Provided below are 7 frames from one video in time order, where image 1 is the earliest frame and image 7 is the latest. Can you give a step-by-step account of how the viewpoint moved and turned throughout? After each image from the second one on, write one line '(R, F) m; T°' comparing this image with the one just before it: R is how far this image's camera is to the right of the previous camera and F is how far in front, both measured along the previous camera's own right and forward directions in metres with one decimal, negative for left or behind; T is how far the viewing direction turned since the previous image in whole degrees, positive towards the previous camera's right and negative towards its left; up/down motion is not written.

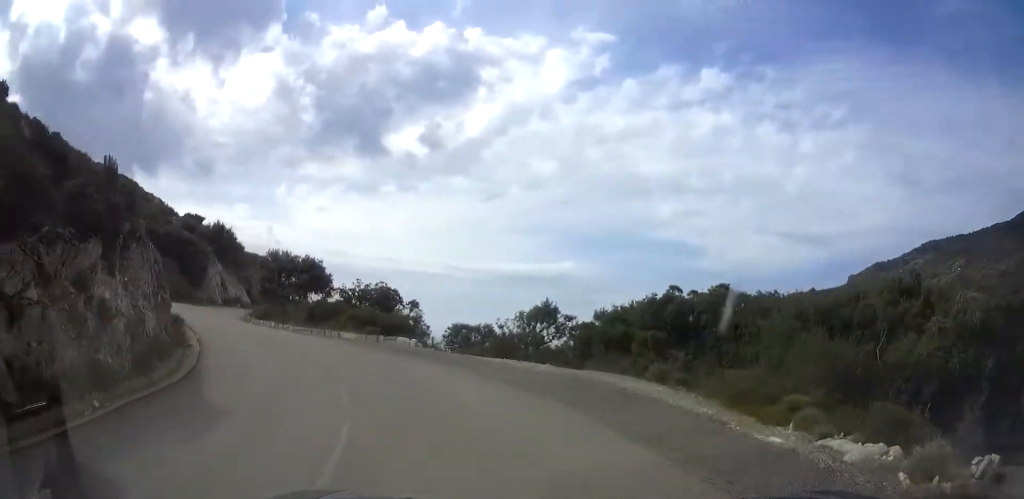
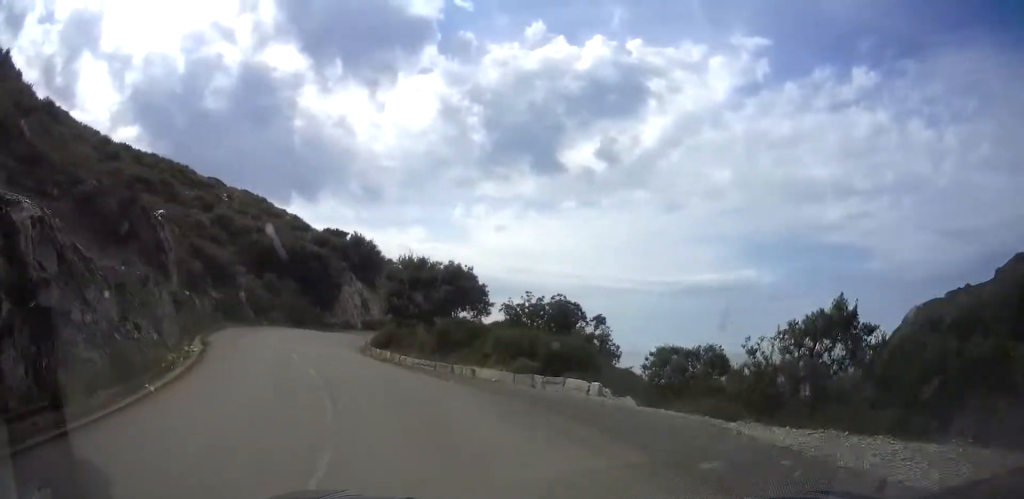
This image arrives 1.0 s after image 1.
(-1.1, +10.3) m; -10°
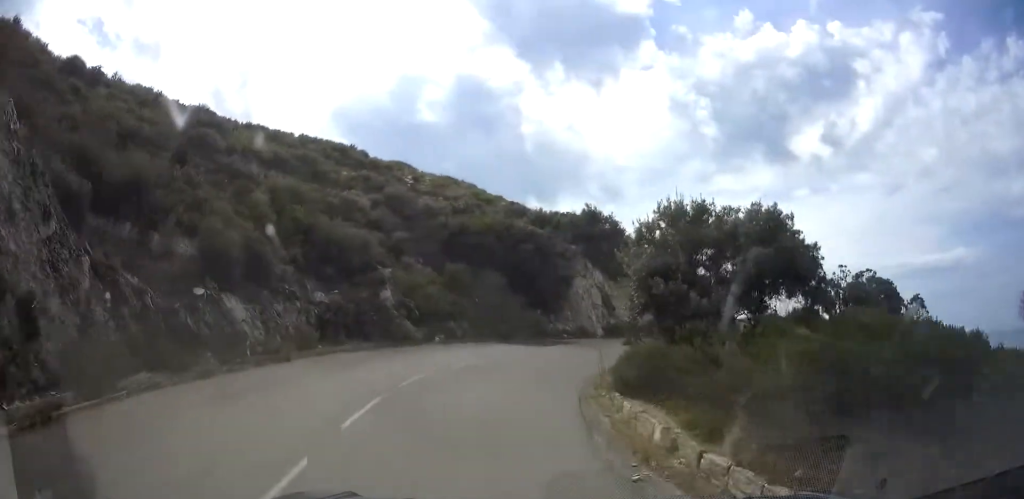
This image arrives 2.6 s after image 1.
(-1.9, +15.4) m; -11°
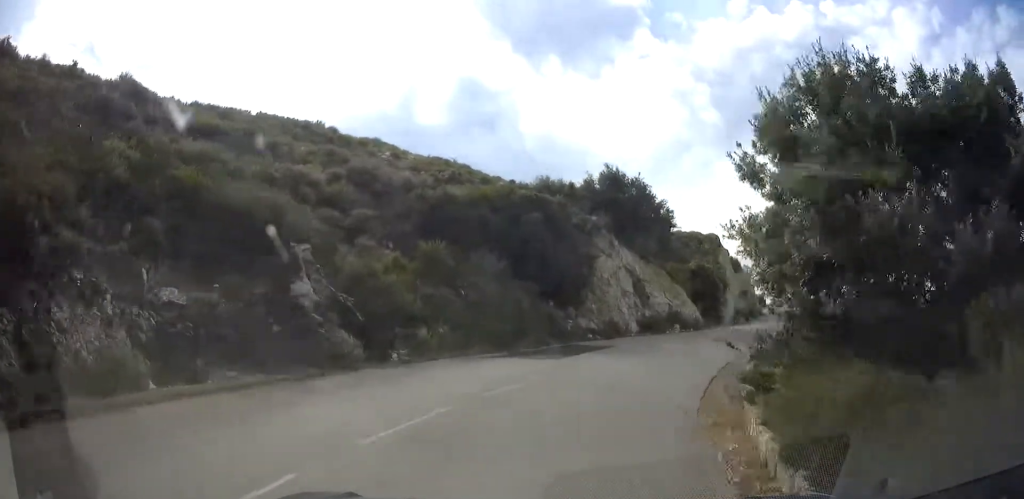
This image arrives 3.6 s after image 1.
(-0.3, +9.9) m; +2°
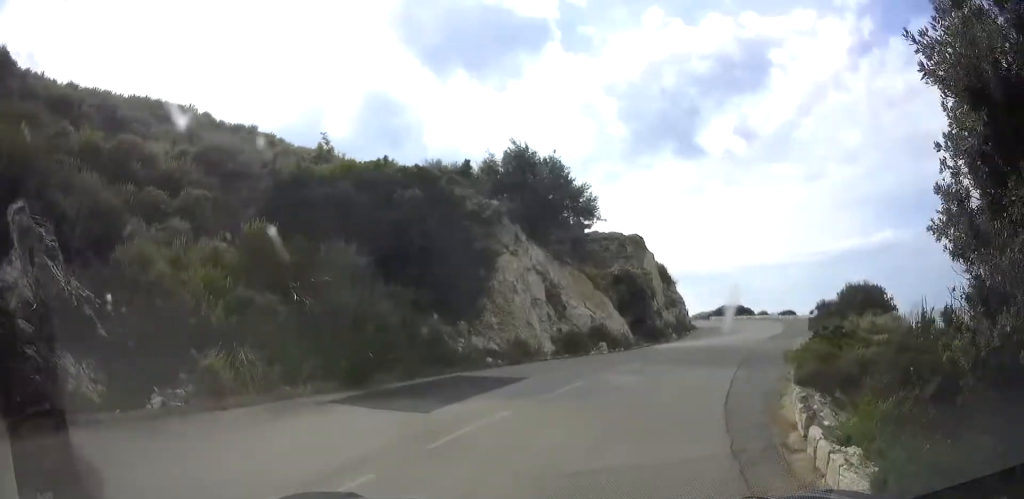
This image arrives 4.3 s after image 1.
(+0.1, +7.4) m; +6°
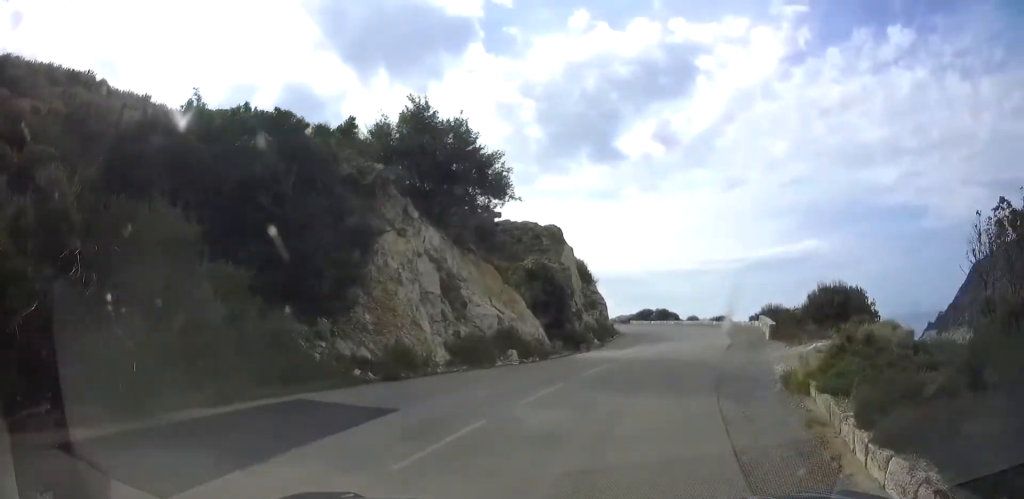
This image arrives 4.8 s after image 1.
(+0.3, +5.3) m; +6°
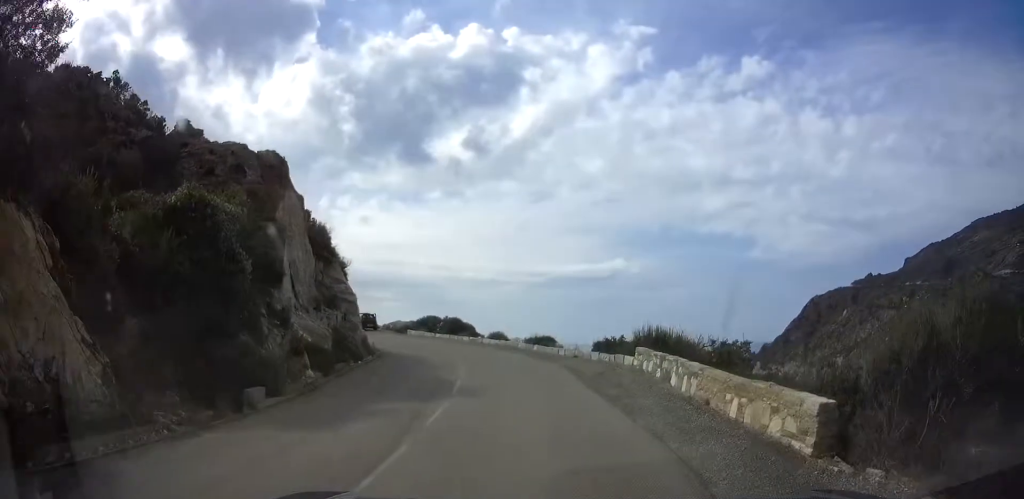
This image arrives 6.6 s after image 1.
(+2.4, +17.0) m; +12°
